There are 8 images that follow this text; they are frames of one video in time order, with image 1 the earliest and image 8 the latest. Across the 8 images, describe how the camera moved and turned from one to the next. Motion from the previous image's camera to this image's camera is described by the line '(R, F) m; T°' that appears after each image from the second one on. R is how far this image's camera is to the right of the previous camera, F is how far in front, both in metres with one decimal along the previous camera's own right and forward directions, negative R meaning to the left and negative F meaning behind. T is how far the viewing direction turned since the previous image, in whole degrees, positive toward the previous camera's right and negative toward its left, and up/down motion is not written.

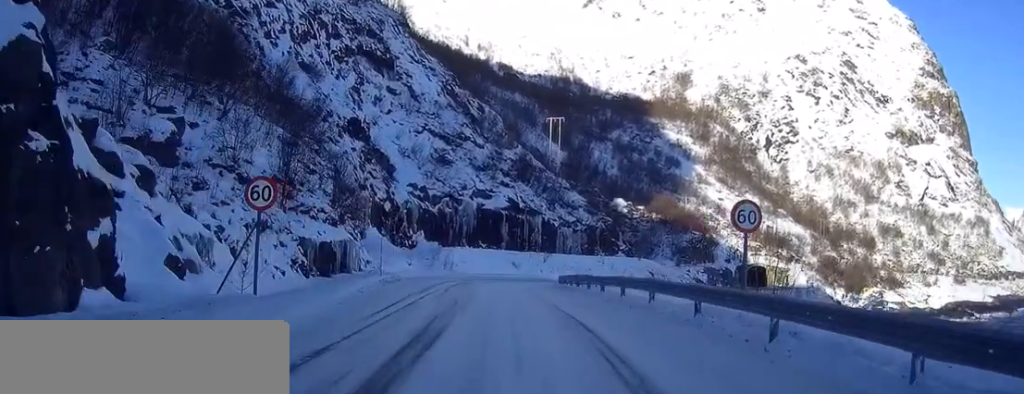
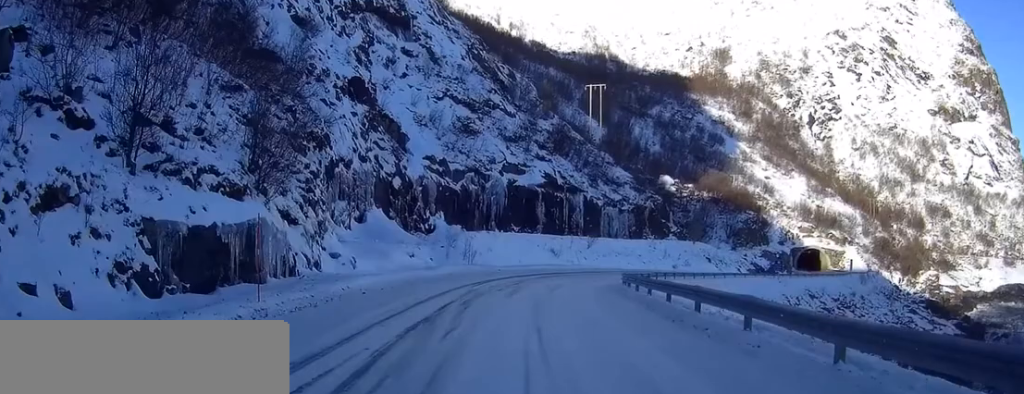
(-0.4, +17.4) m; -1°
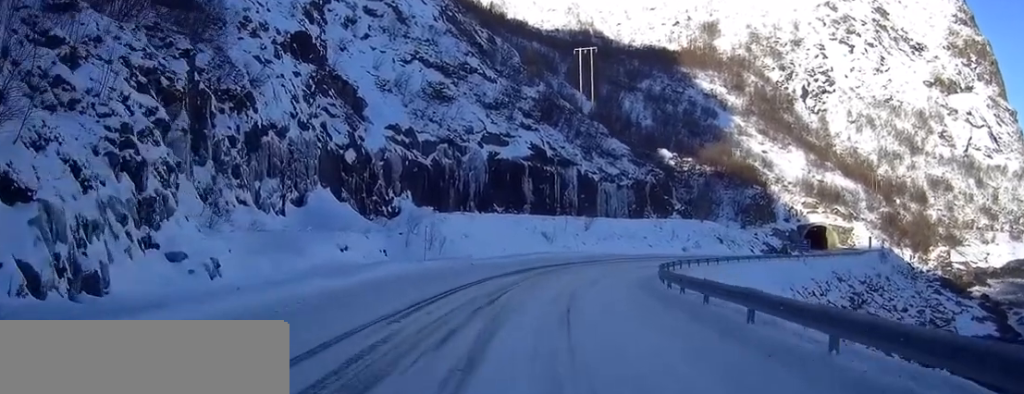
(+0.1, +13.5) m; +2°
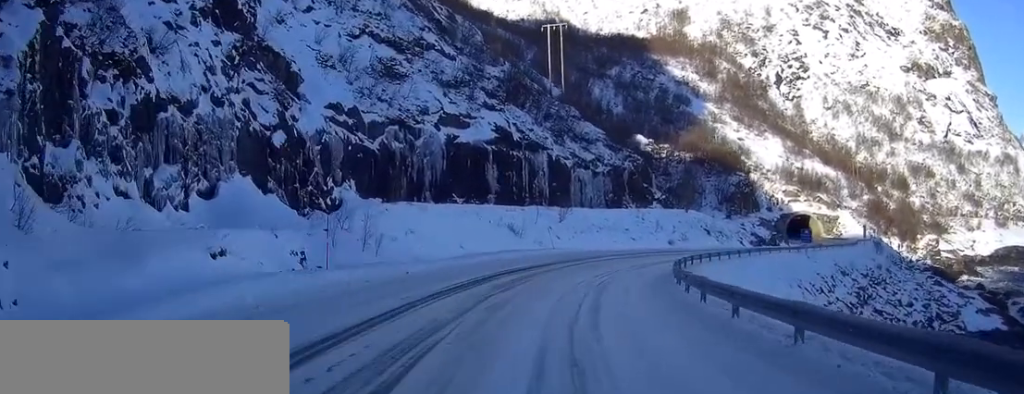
(+0.2, +8.6) m; +2°
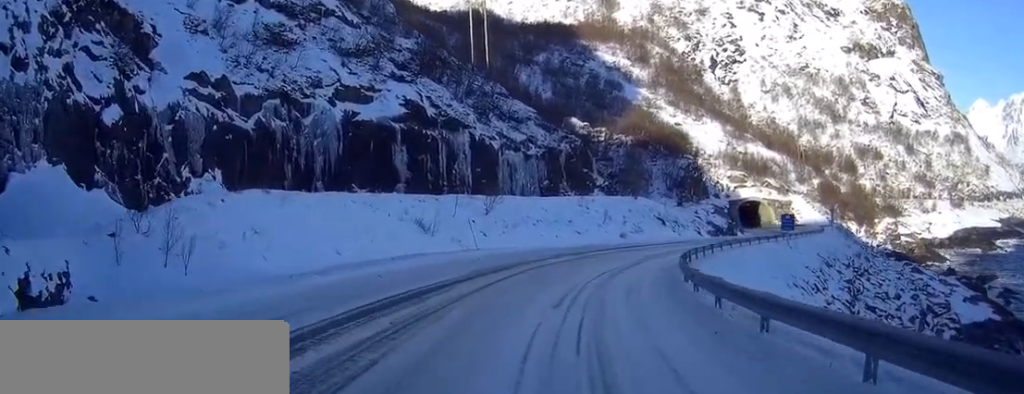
(+0.3, +11.0) m; +3°
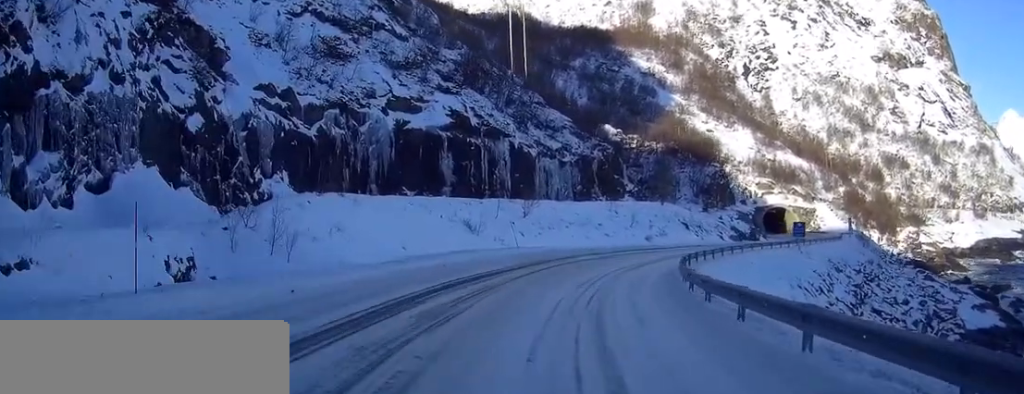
(0.0, +6.6) m; +2°
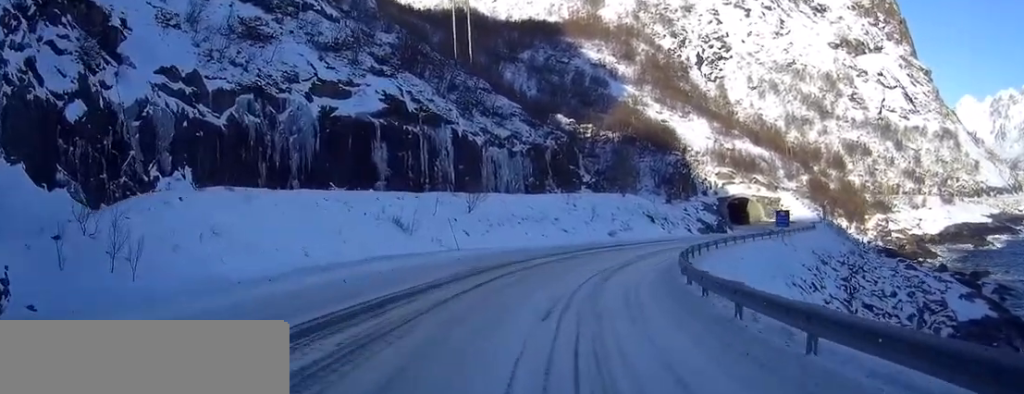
(+0.2, +7.4) m; +3°
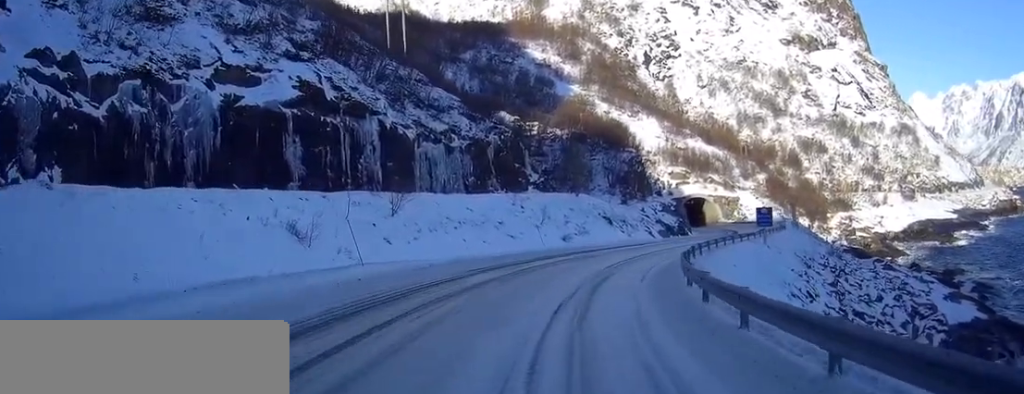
(+0.2, +8.4) m; +4°
